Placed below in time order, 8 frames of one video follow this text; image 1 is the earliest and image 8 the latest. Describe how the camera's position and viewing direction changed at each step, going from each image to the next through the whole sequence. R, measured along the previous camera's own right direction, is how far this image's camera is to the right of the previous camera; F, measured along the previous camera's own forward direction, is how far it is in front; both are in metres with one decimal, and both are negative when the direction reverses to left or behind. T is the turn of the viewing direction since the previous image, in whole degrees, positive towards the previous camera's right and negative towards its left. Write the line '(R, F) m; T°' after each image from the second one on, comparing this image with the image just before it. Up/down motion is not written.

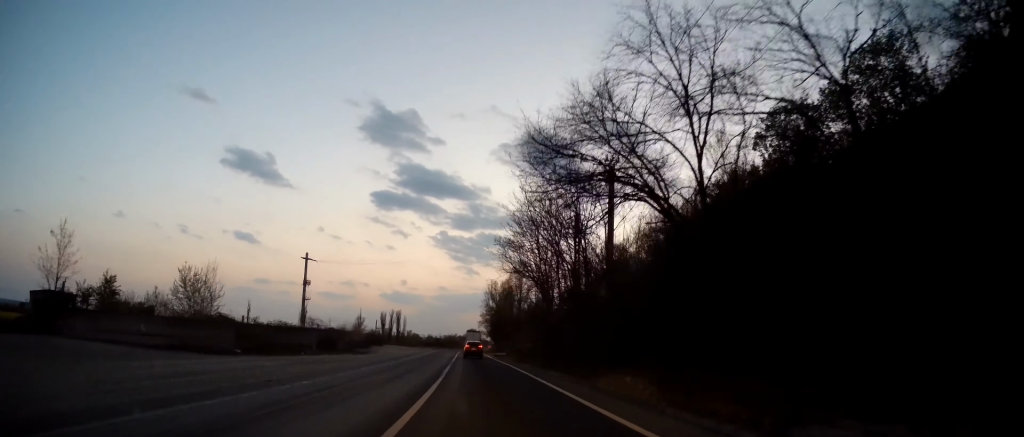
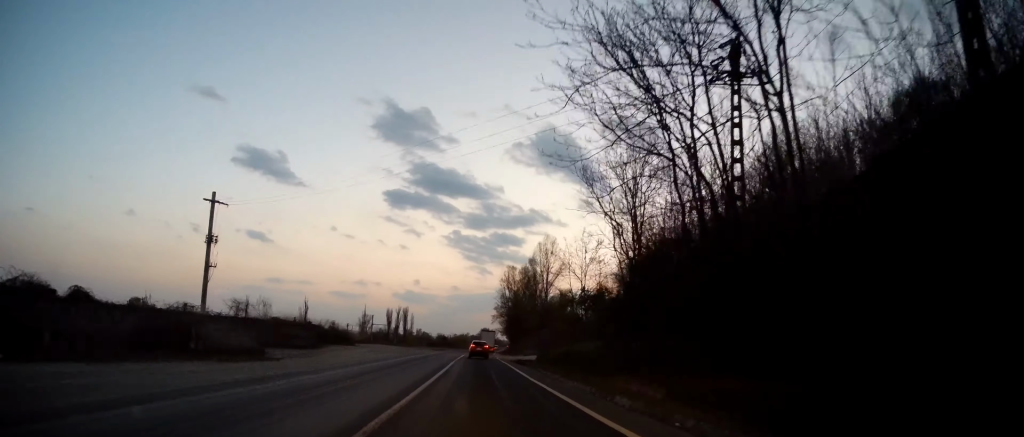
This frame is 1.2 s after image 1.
(-0.5, +29.1) m; 0°
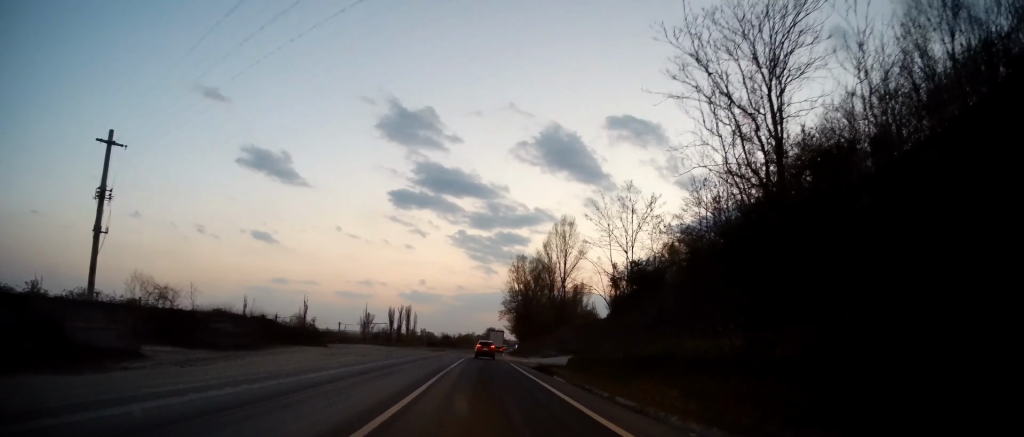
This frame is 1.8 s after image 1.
(-0.1, +14.9) m; +1°
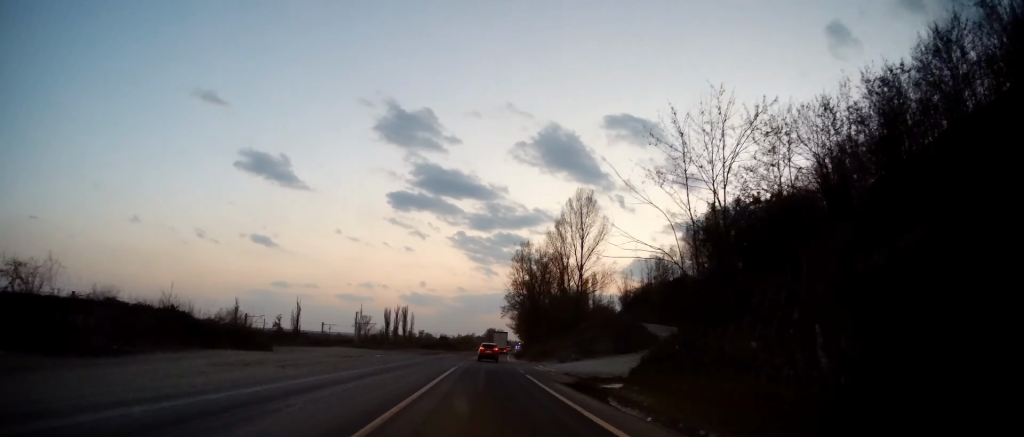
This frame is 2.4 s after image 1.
(+0.4, +14.7) m; -1°
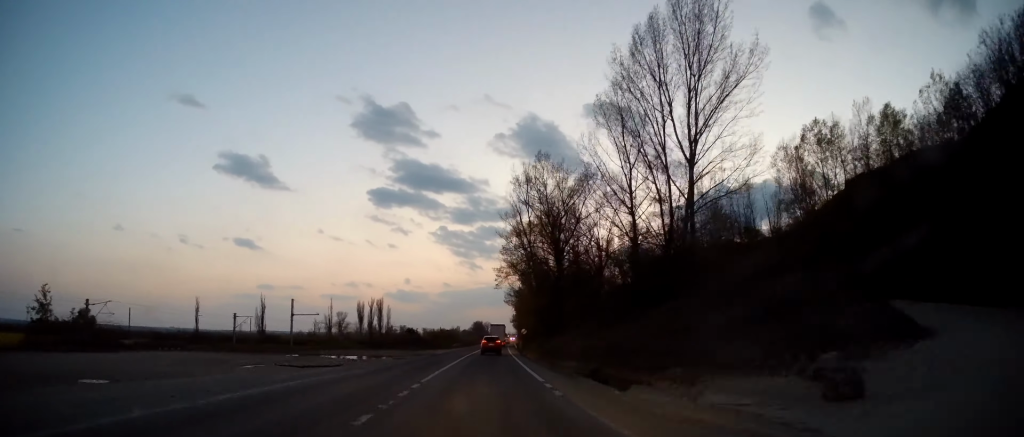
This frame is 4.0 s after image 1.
(-1.1, +40.1) m; -1°
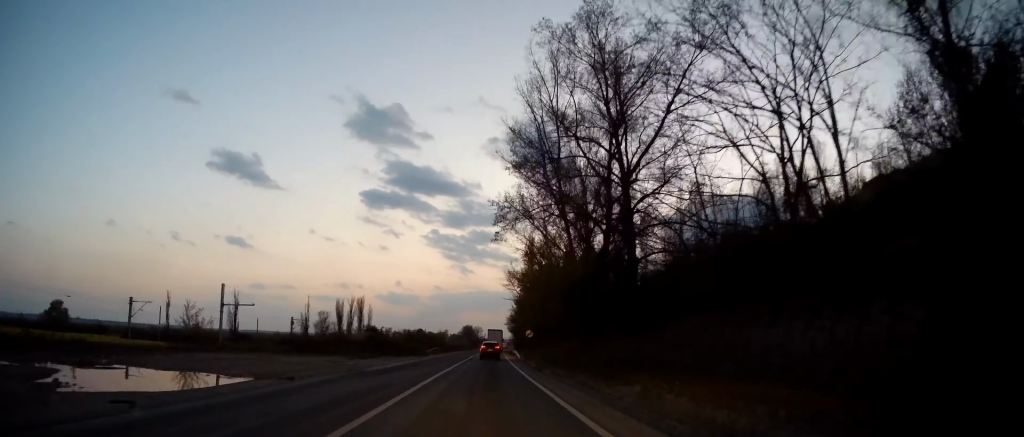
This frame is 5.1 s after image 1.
(+0.7, +26.0) m; +2°
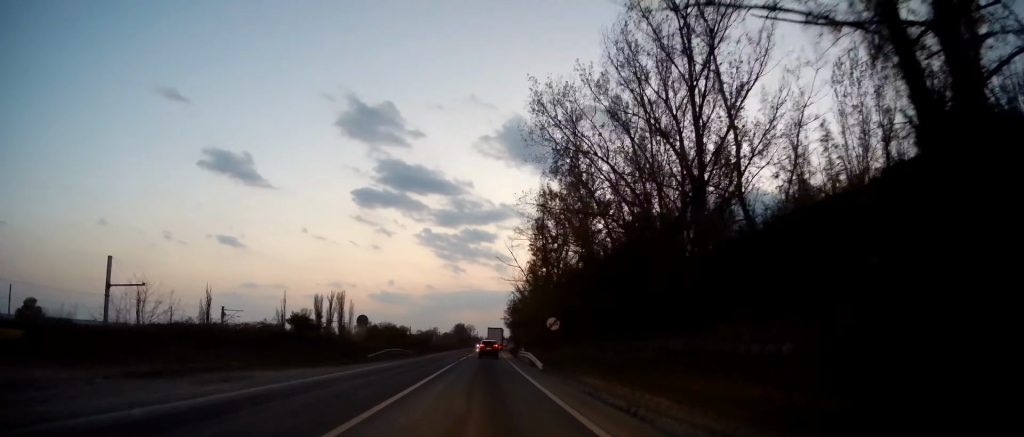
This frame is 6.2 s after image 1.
(+0.4, +25.7) m; +1°
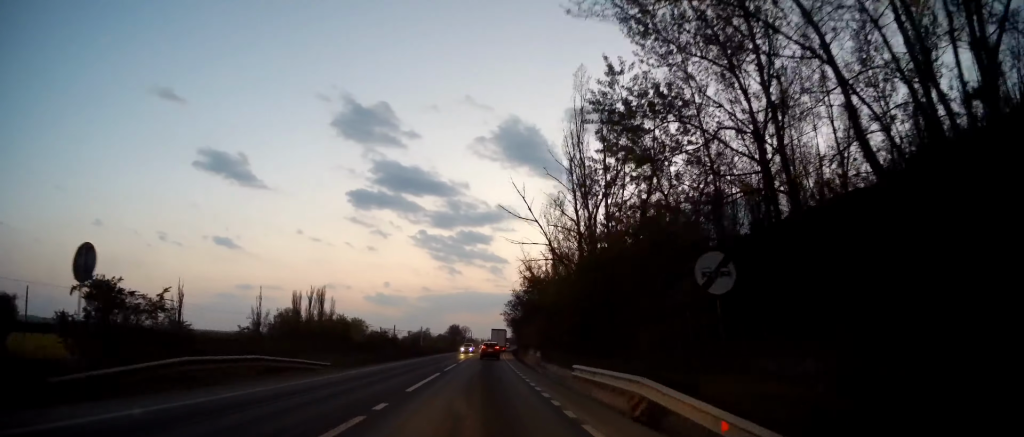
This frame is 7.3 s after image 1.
(0.0, +24.9) m; 0°
